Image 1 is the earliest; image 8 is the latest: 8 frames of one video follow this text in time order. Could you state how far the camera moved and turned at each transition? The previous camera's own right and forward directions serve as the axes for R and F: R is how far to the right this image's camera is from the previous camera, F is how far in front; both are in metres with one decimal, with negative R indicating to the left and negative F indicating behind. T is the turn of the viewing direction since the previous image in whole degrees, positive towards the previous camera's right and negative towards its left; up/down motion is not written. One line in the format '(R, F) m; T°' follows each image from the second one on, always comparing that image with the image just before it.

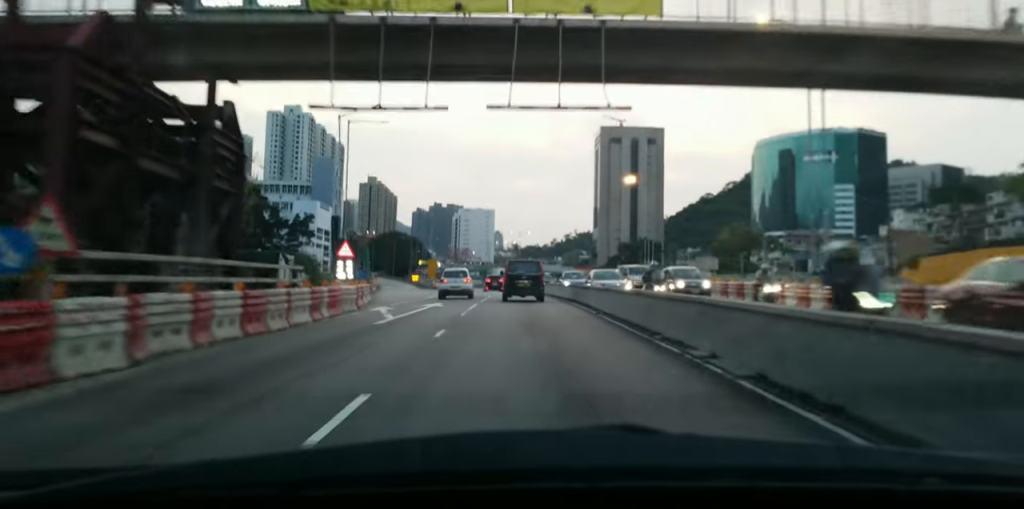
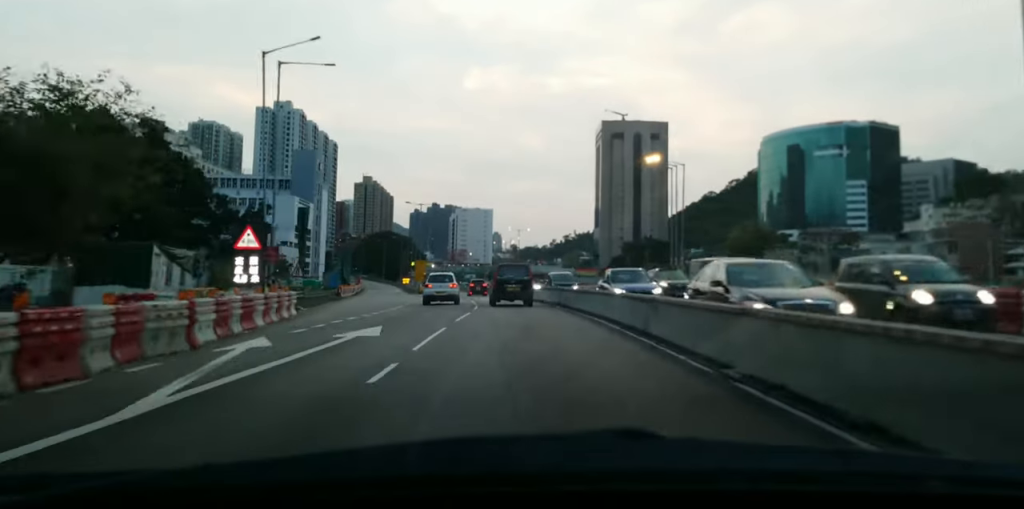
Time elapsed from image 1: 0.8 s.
(-0.5, +14.3) m; -1°
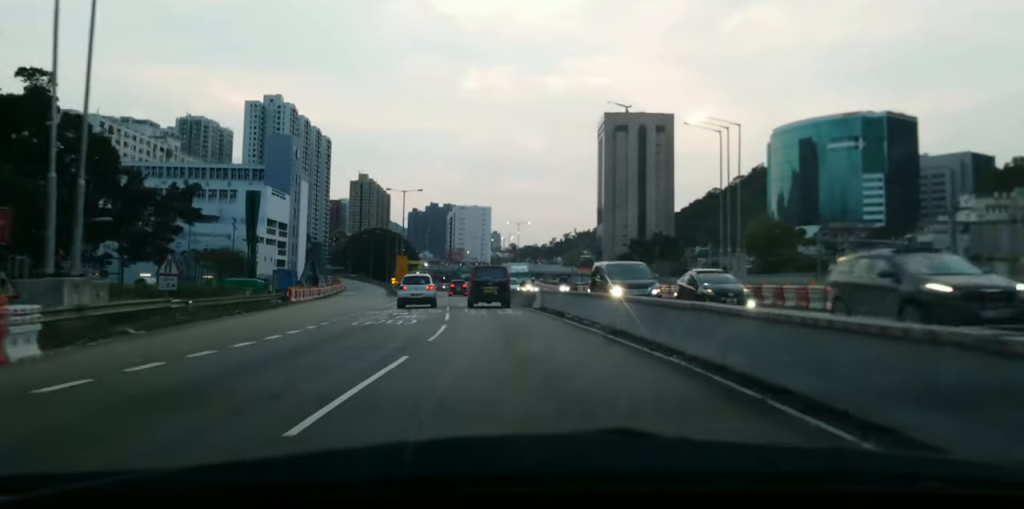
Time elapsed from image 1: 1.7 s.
(-0.1, +16.4) m; 0°
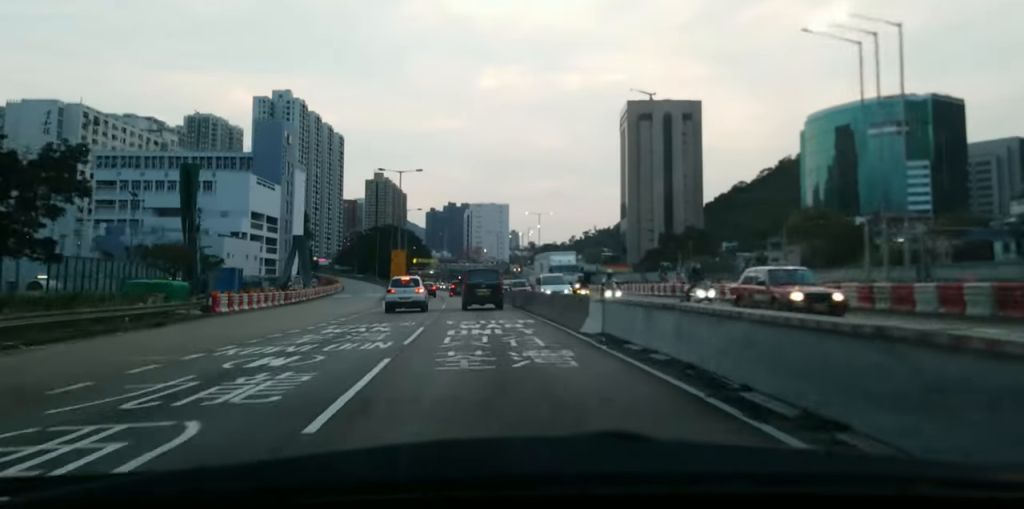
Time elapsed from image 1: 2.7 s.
(0.0, +17.8) m; 0°
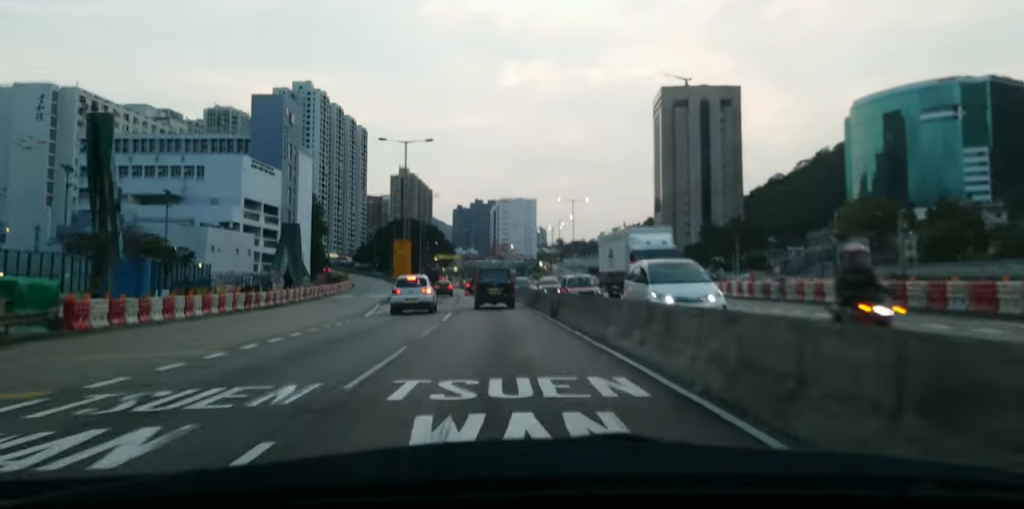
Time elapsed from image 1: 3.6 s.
(0.0, +14.9) m; 0°
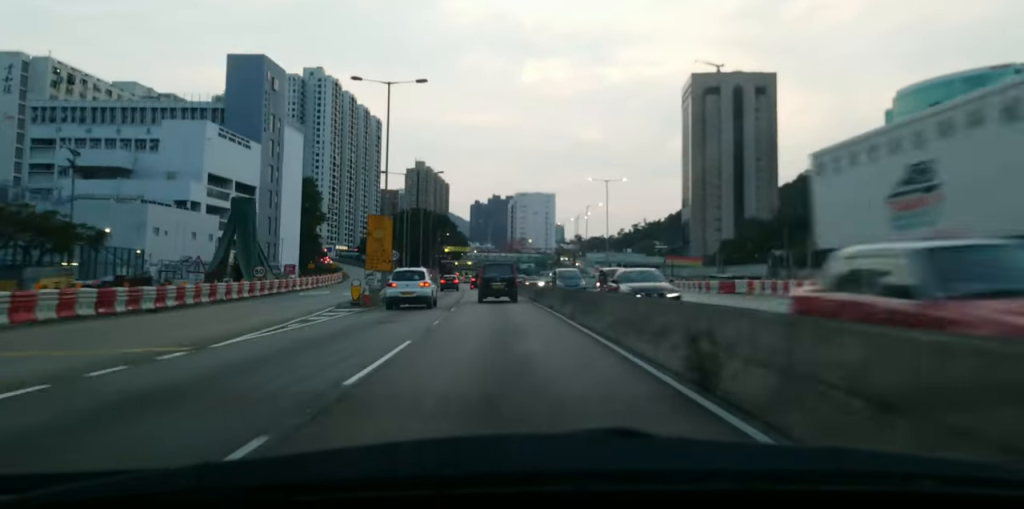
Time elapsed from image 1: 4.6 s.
(+0.1, +18.5) m; -2°
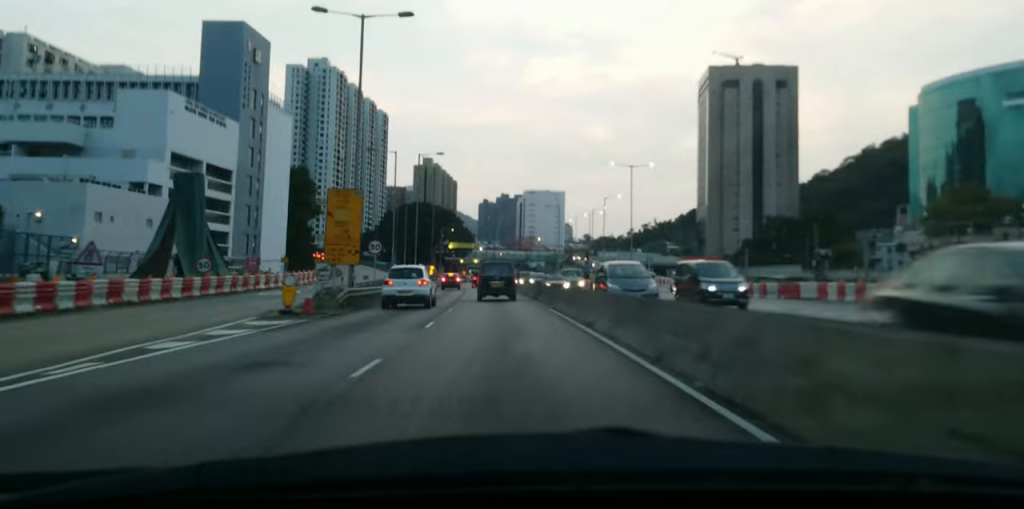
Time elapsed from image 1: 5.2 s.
(0.0, +11.4) m; -2°
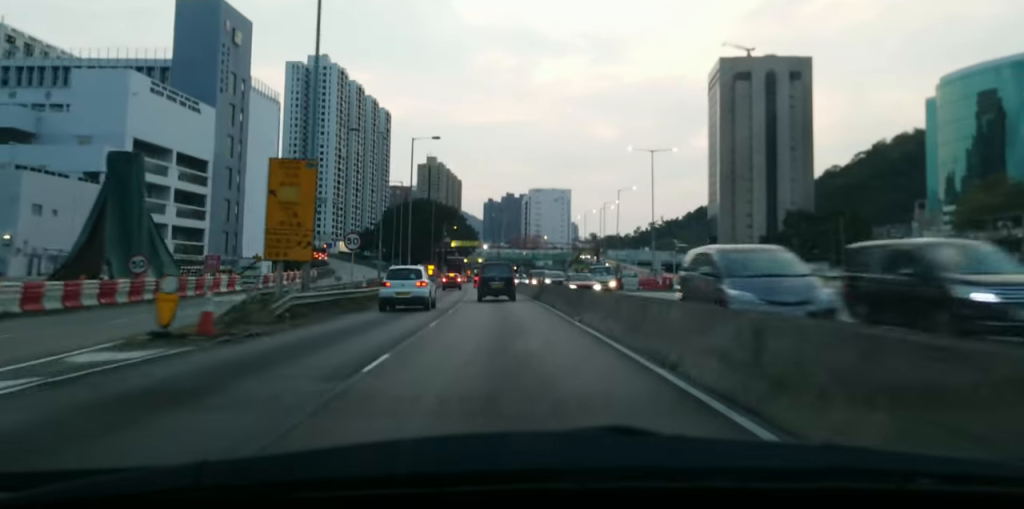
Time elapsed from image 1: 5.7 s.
(-0.4, +8.6) m; -1°
